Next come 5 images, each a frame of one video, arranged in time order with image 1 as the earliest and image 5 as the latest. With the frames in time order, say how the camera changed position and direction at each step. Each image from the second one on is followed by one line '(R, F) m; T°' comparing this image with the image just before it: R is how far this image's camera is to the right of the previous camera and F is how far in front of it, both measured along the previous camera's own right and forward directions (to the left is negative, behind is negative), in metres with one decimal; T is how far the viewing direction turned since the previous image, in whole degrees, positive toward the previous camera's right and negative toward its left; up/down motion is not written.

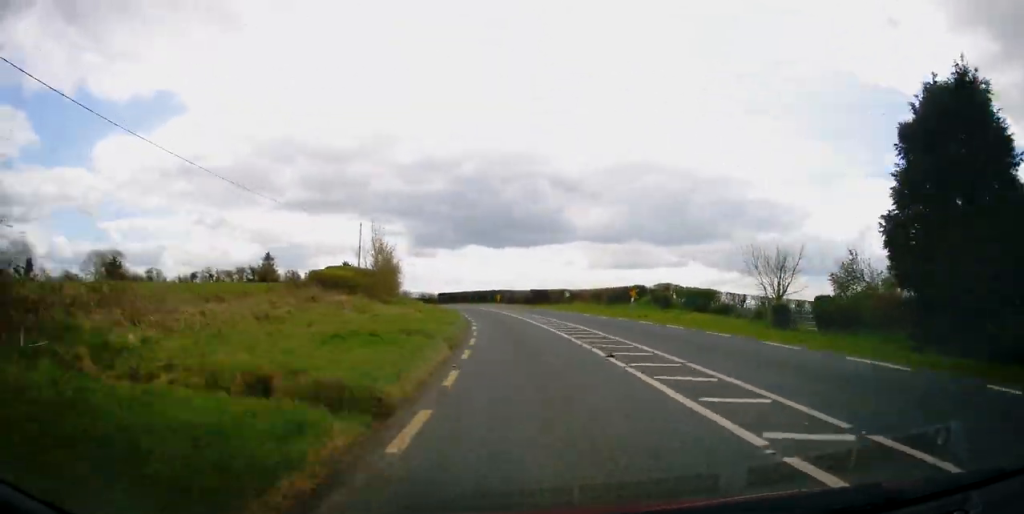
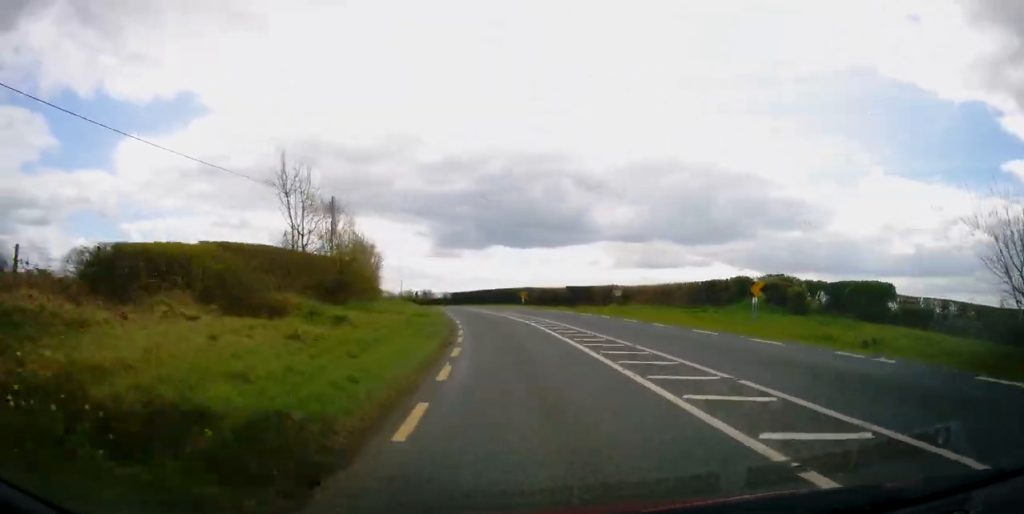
(-0.1, +19.8) m; -2°
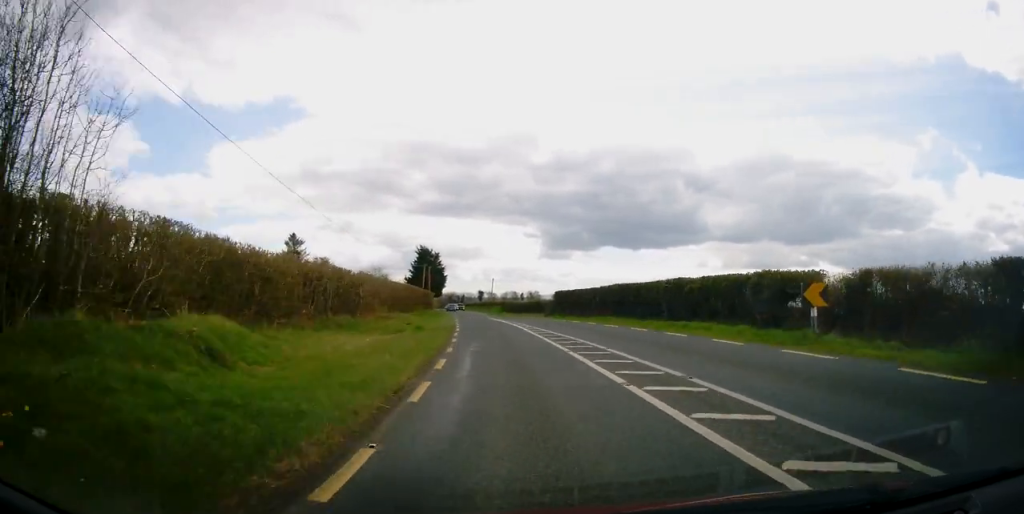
(-3.1, +46.2) m; -9°
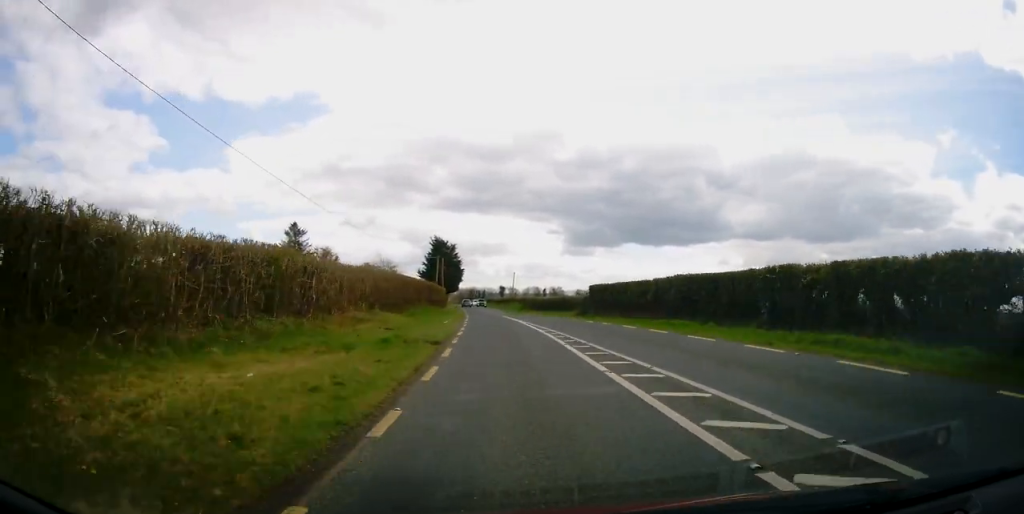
(-0.3, +10.3) m; -2°
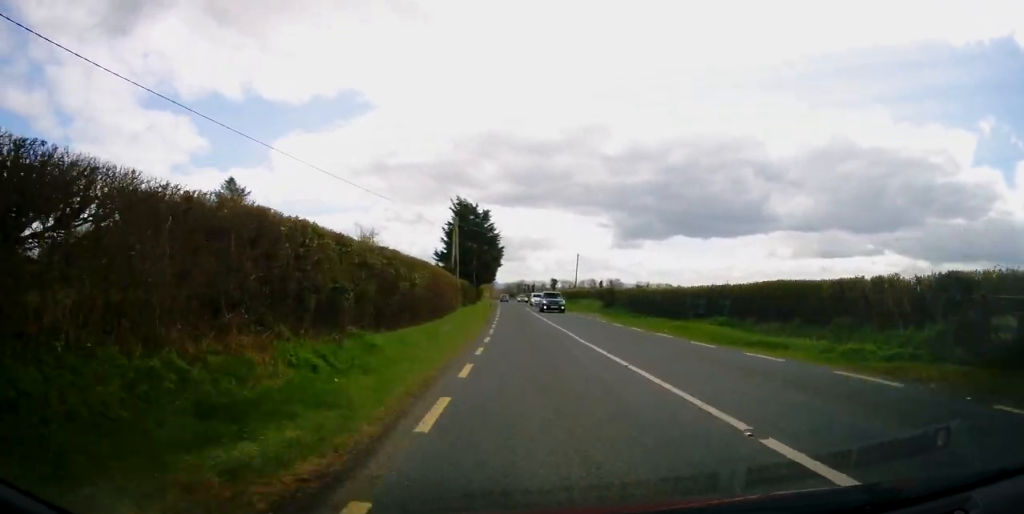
(-2.8, +40.2) m; -7°
